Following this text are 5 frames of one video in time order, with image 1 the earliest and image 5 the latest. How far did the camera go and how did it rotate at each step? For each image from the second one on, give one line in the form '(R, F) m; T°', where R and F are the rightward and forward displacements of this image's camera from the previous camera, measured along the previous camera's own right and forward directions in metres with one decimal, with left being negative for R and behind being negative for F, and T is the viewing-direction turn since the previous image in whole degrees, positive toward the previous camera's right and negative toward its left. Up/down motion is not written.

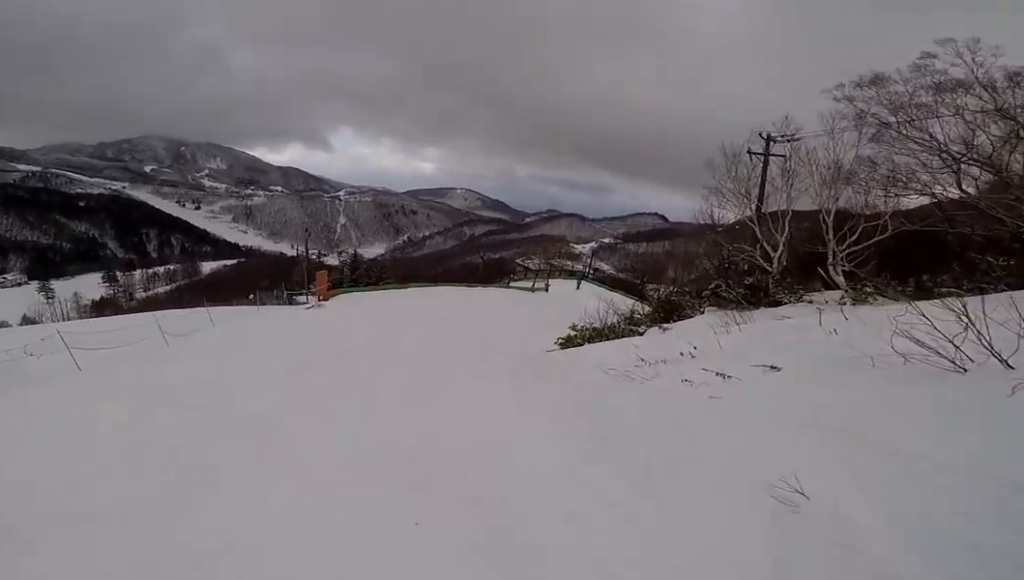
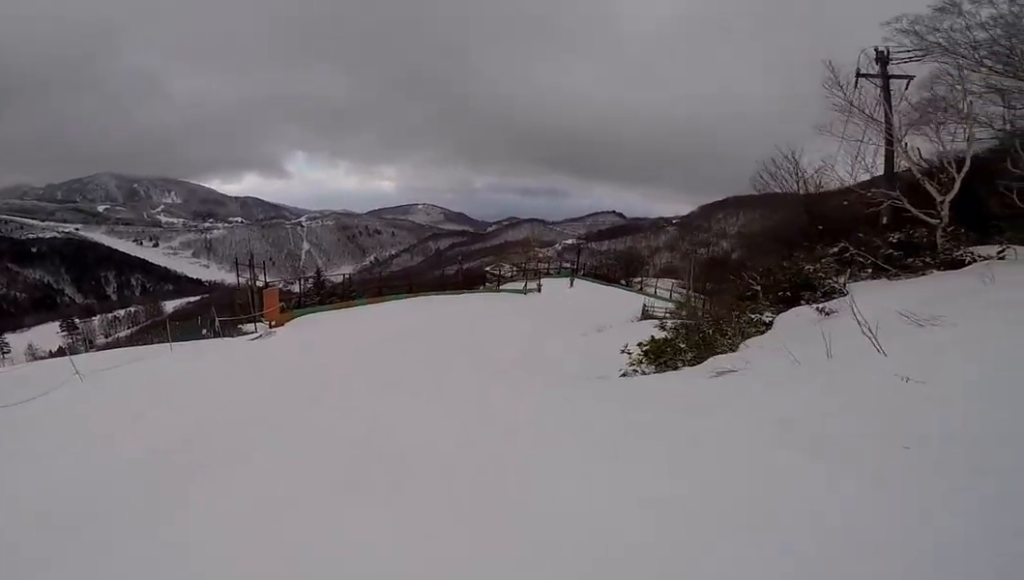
(+0.3, +9.2) m; +14°
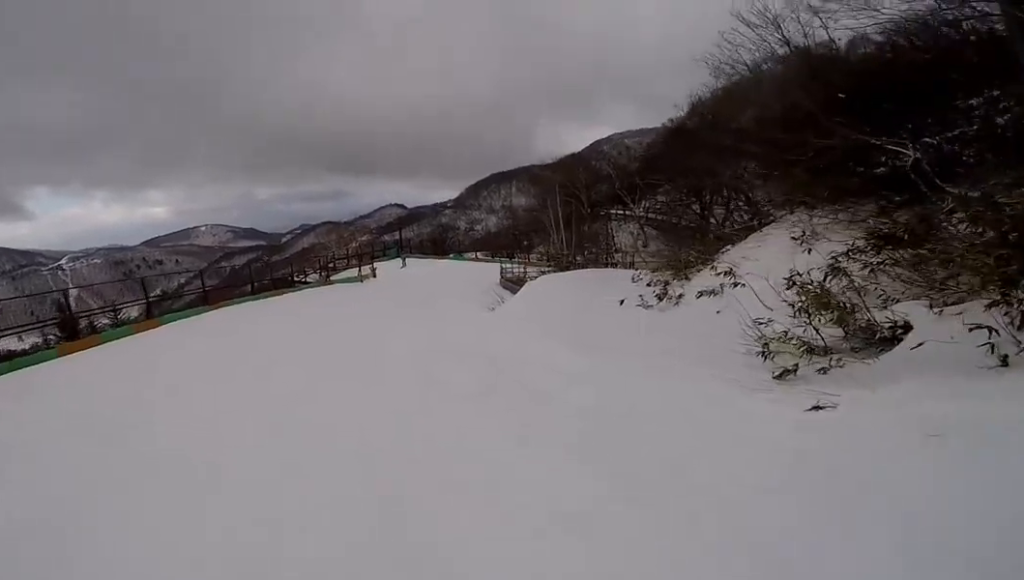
(+2.1, +12.2) m; +13°
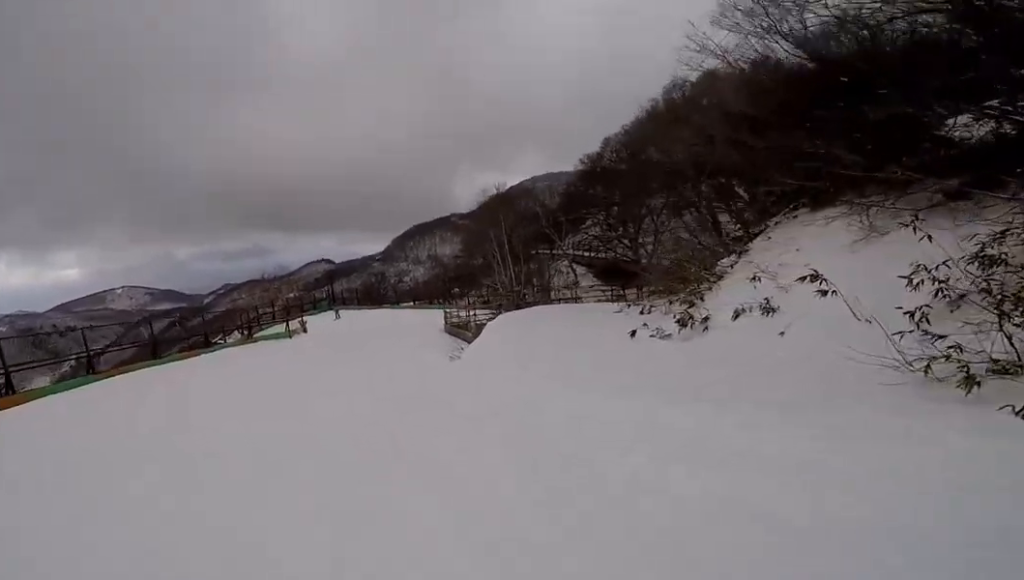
(-0.3, +4.0) m; +4°
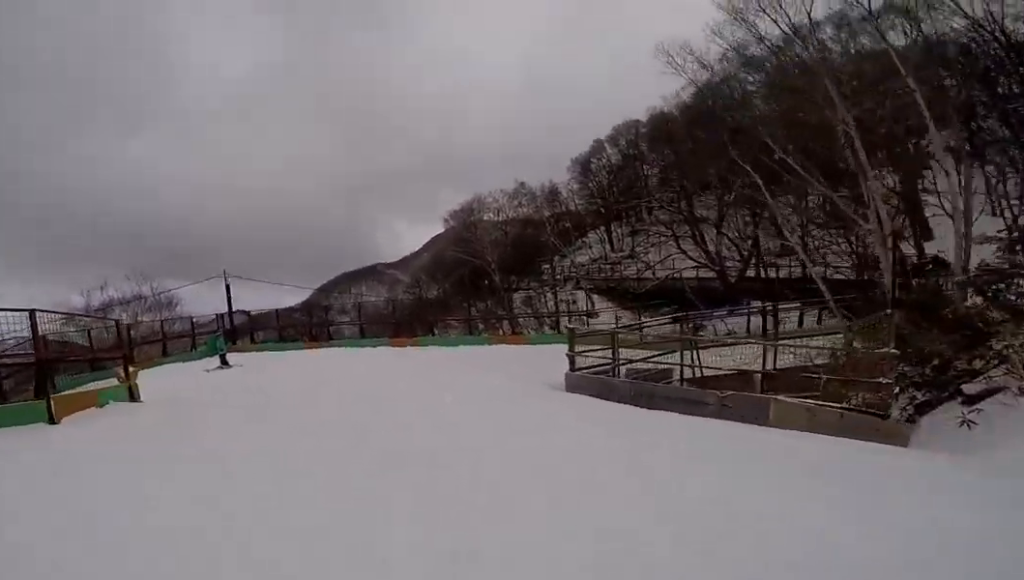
(+5.0, +19.6) m; +10°
